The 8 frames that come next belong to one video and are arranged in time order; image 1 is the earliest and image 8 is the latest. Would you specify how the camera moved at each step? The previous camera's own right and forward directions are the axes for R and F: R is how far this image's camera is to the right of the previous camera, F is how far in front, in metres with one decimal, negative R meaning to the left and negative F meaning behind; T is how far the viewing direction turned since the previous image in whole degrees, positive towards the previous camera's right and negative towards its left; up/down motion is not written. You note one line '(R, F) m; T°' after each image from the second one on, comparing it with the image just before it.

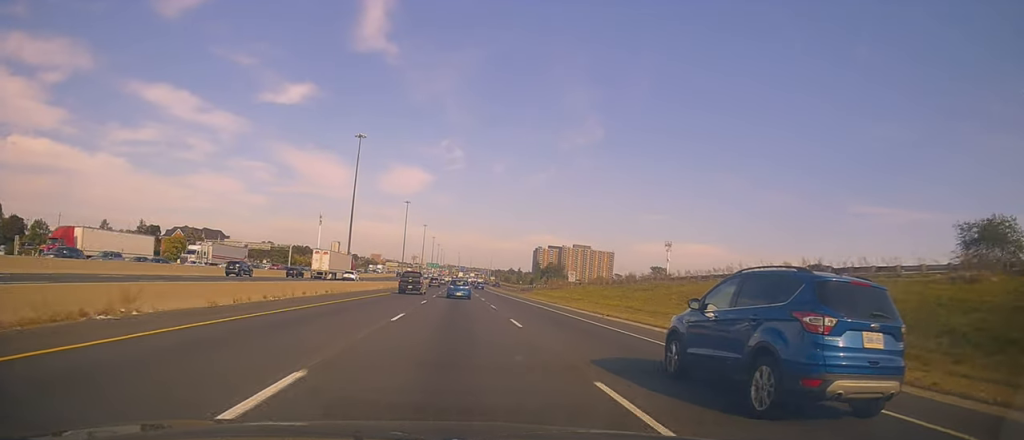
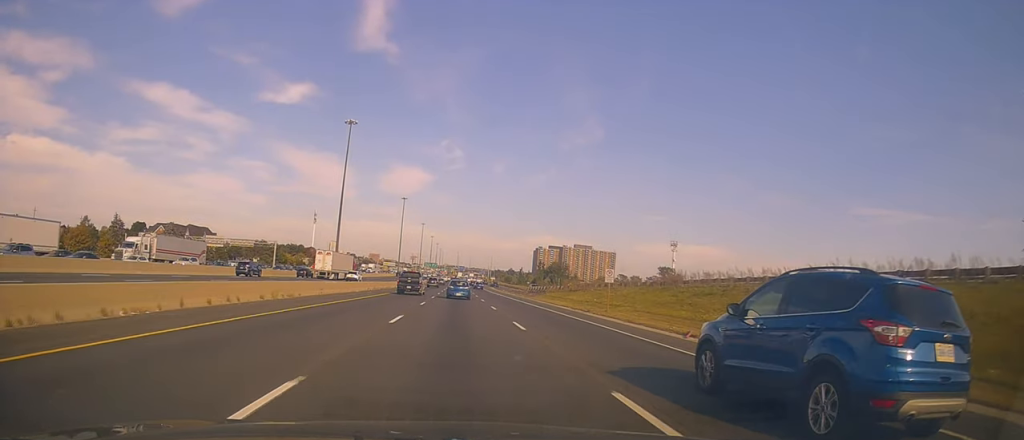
(+0.6, +13.3) m; +1°
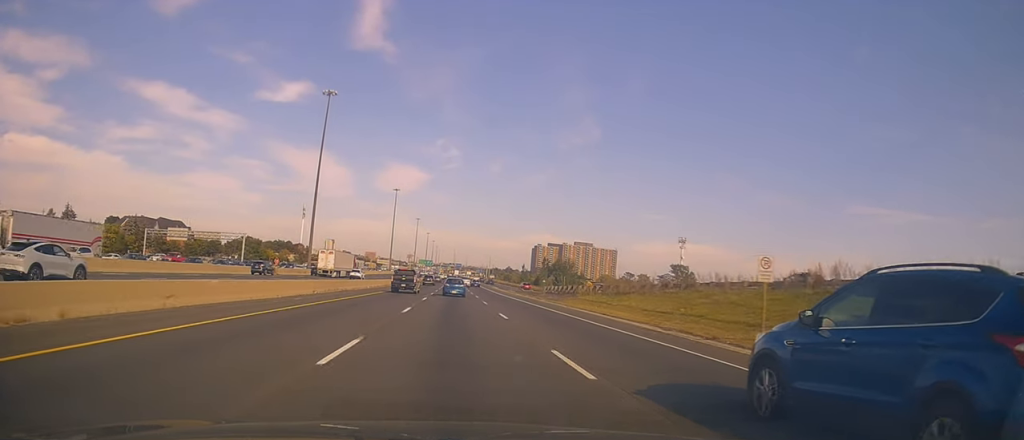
(-0.1, +21.3) m; -2°
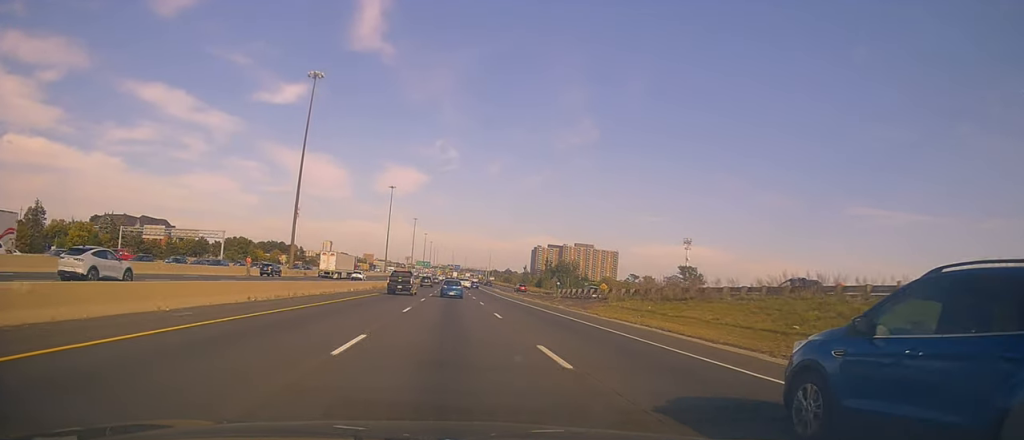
(-0.2, +11.6) m; -1°
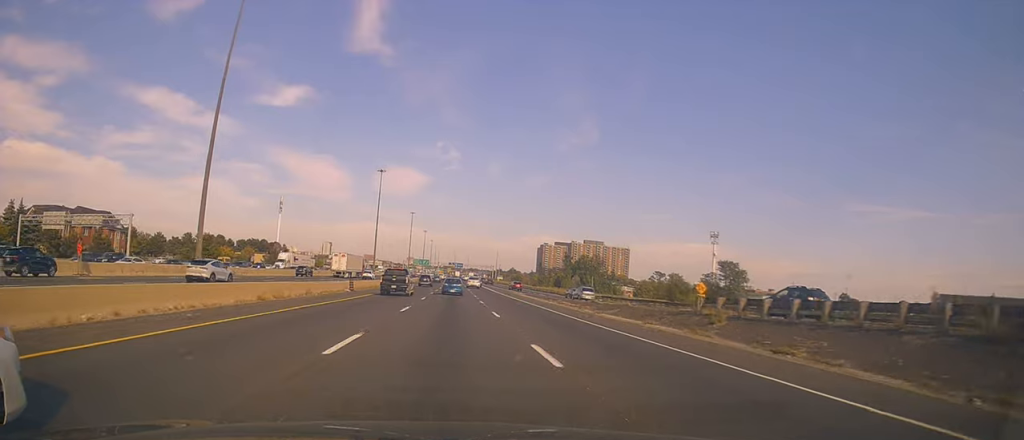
(+0.9, +37.7) m; +2°
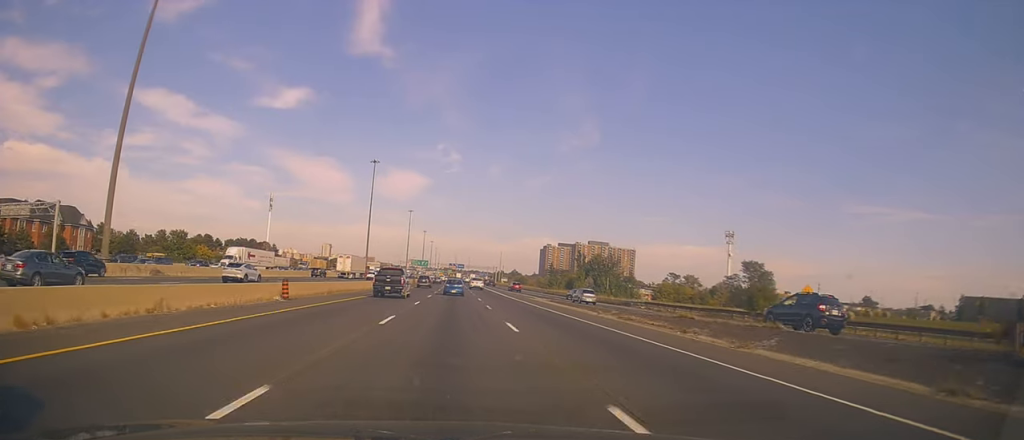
(-0.5, +18.4) m; -1°
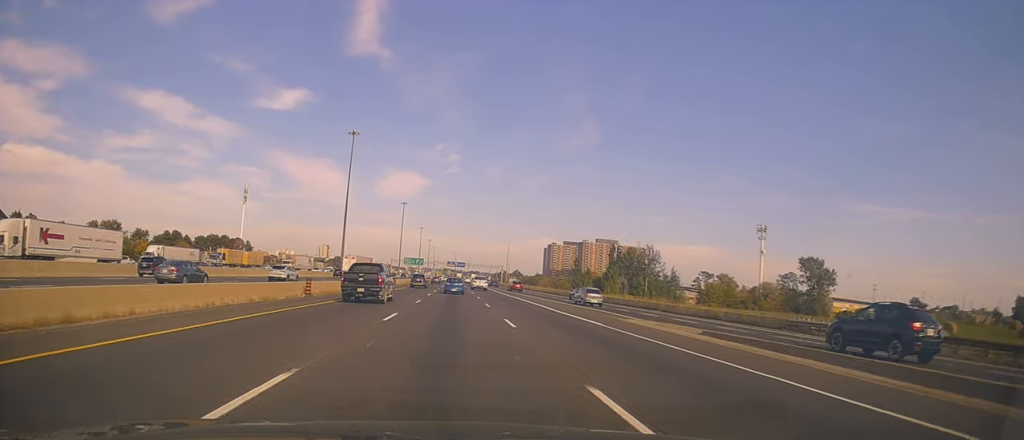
(+0.6, +35.9) m; +2°
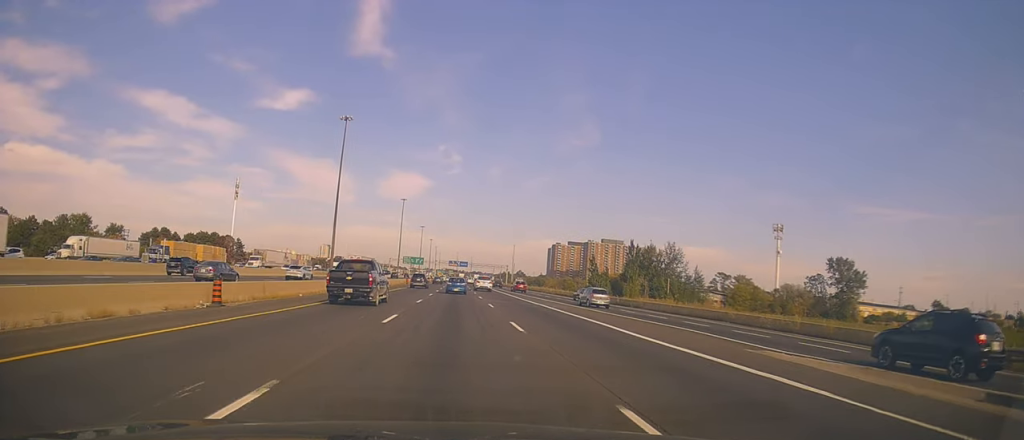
(+0.2, +13.8) m; 0°
